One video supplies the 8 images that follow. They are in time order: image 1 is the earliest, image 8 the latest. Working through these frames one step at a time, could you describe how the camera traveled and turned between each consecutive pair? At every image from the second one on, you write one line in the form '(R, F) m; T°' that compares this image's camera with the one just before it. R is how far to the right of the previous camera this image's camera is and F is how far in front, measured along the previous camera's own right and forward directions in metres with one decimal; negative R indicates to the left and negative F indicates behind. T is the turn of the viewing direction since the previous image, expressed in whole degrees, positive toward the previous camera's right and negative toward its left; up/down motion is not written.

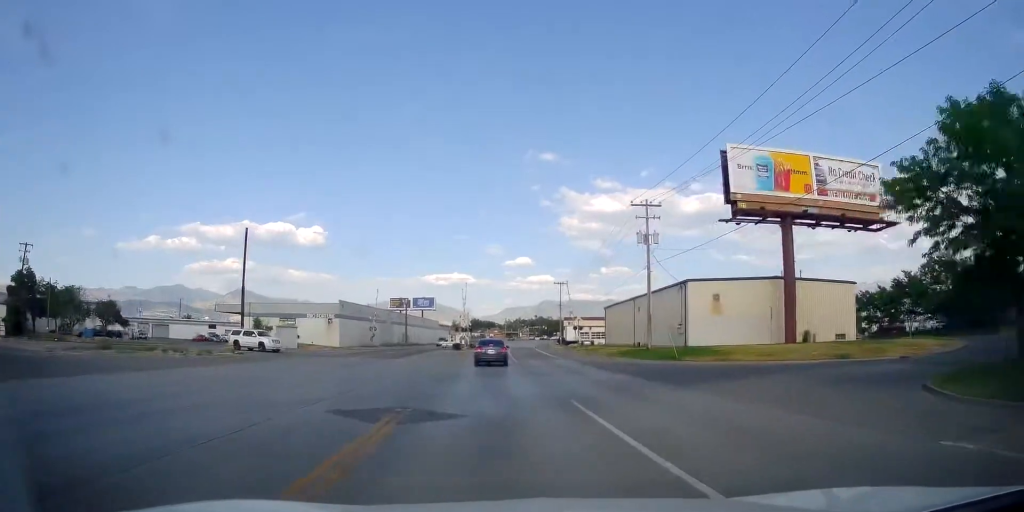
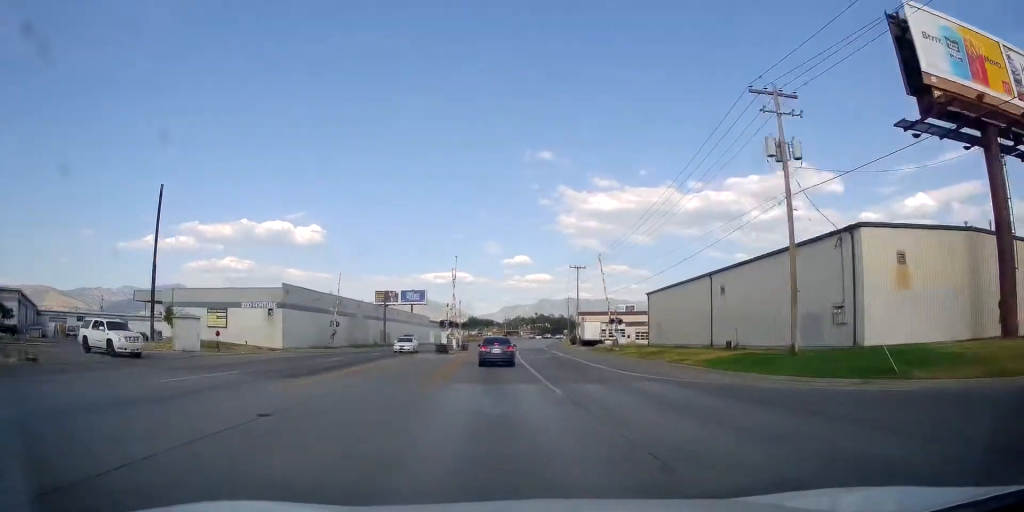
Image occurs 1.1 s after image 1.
(-0.3, +22.7) m; -2°
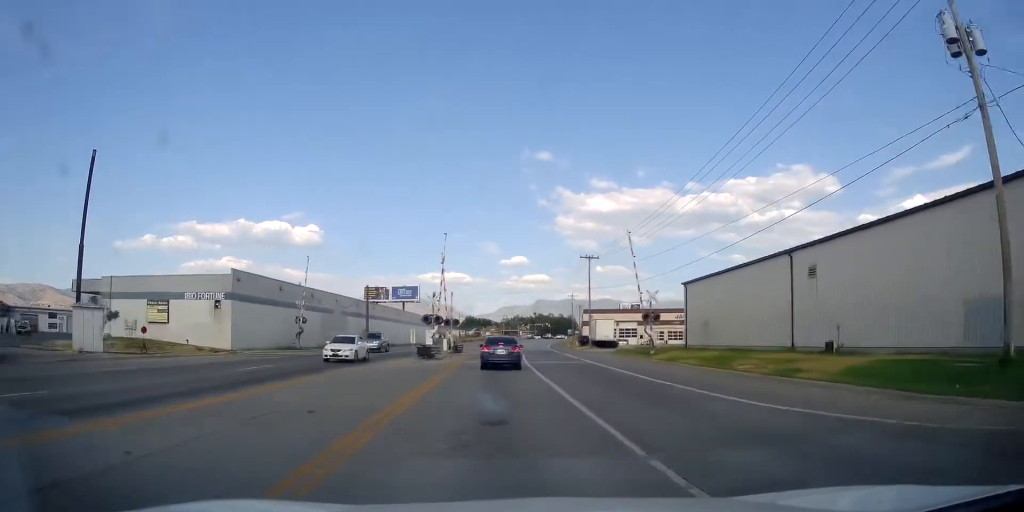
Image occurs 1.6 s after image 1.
(-0.1, +12.0) m; -1°
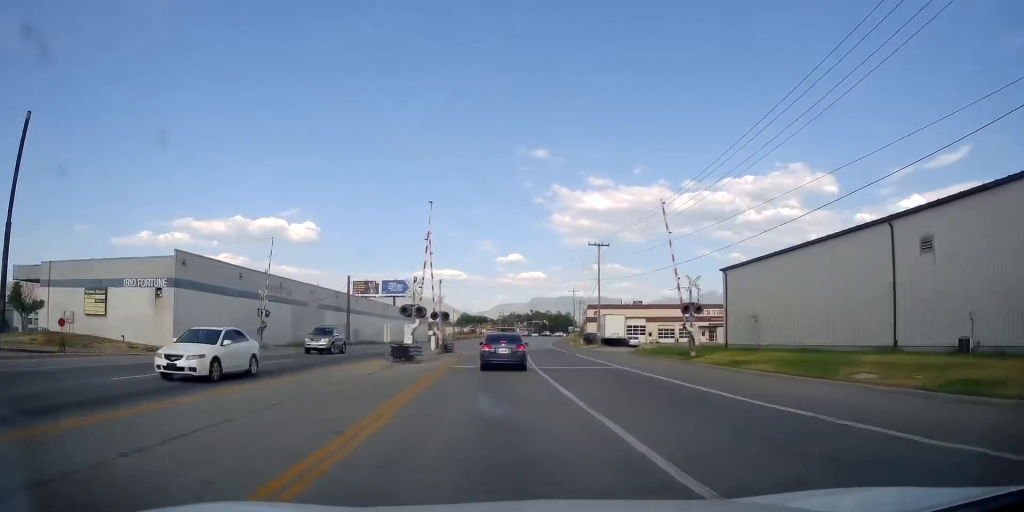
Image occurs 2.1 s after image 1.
(-0.1, +9.1) m; +1°
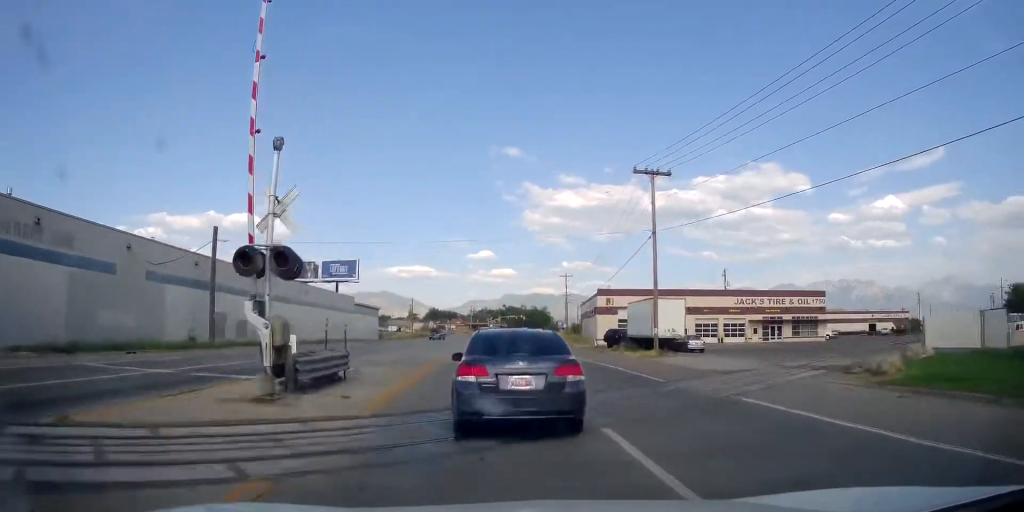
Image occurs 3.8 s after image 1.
(+0.4, +35.4) m; 0°
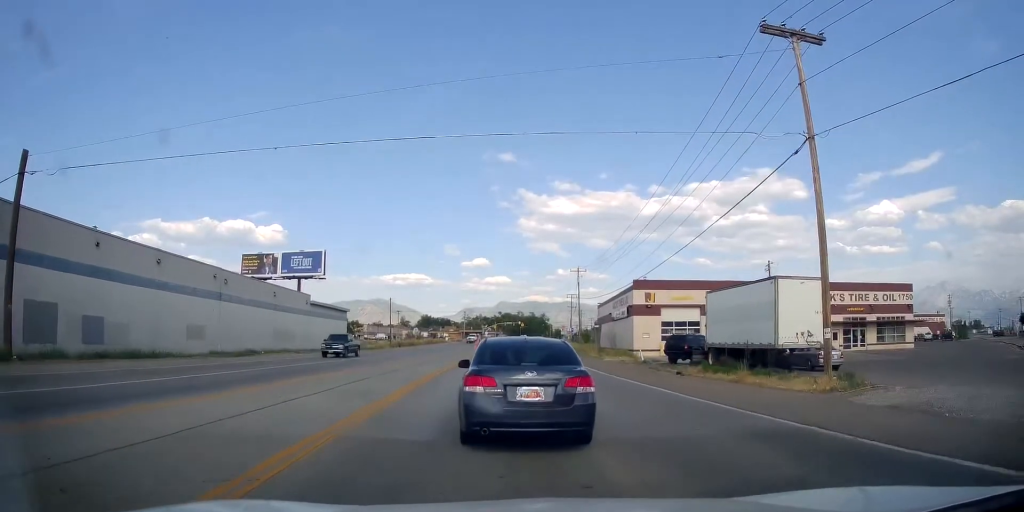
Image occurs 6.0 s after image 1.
(+0.2, +37.3) m; +2°
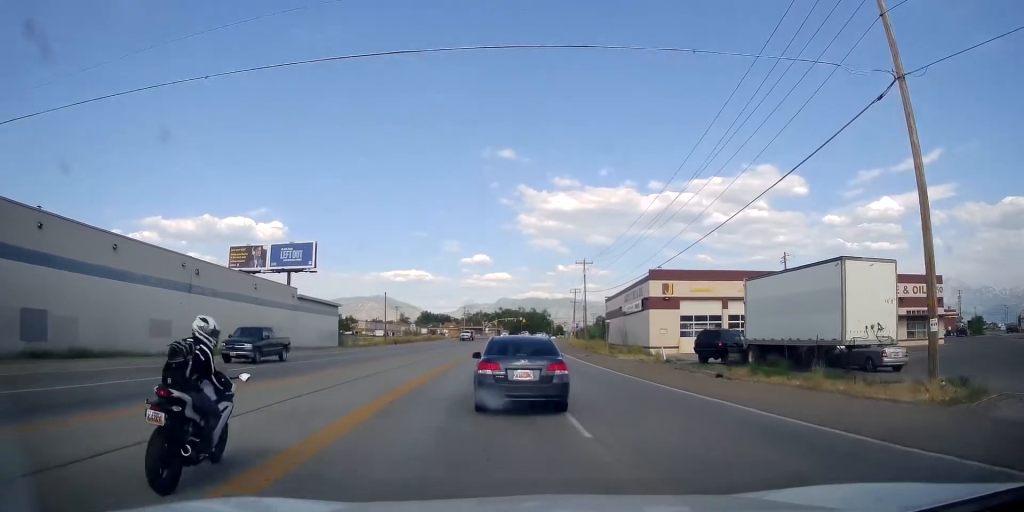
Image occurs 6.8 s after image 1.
(0.0, +8.7) m; 0°
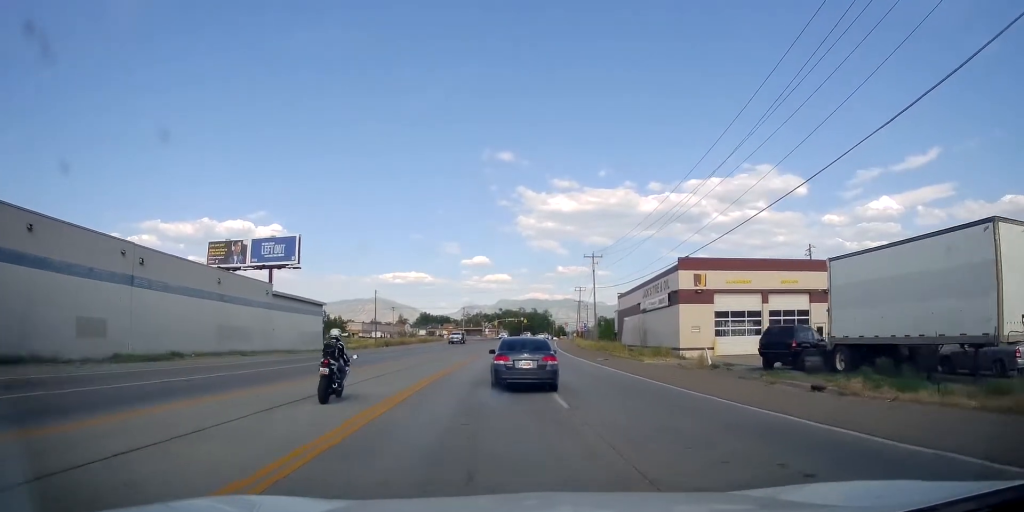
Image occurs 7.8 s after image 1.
(-0.1, +8.7) m; -1°
